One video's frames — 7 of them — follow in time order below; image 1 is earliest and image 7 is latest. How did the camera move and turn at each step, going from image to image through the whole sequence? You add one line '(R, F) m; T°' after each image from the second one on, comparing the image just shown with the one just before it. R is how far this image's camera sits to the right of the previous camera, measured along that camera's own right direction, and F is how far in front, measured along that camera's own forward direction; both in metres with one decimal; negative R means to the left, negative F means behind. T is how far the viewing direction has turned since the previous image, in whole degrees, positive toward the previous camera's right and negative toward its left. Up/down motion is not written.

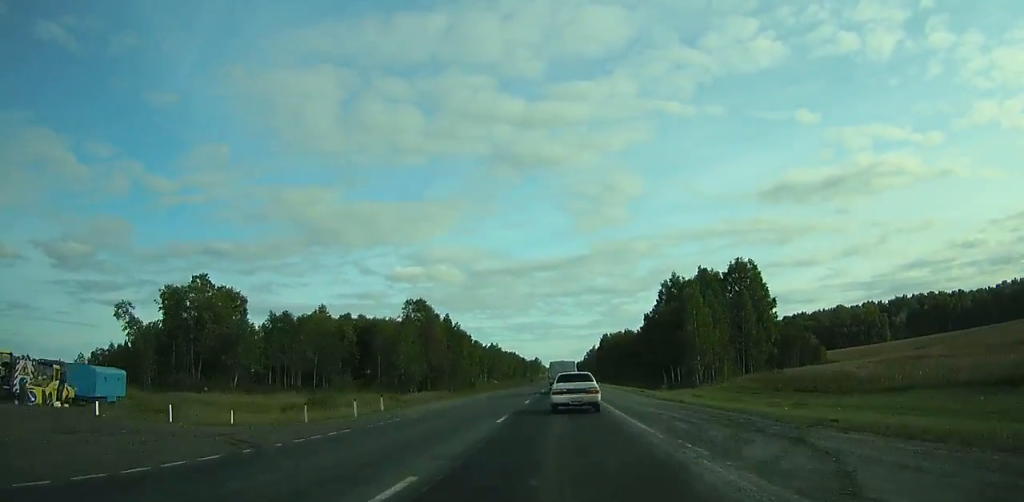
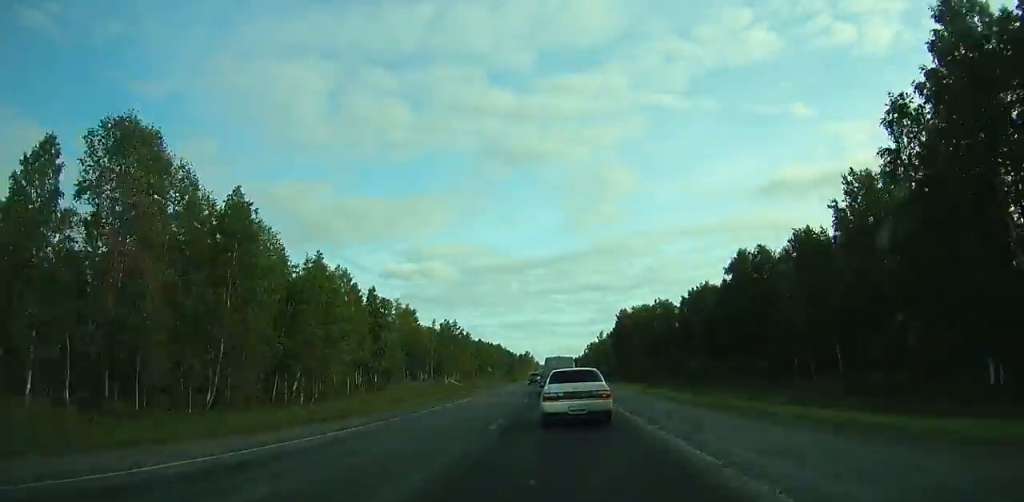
(-0.2, +85.9) m; 0°
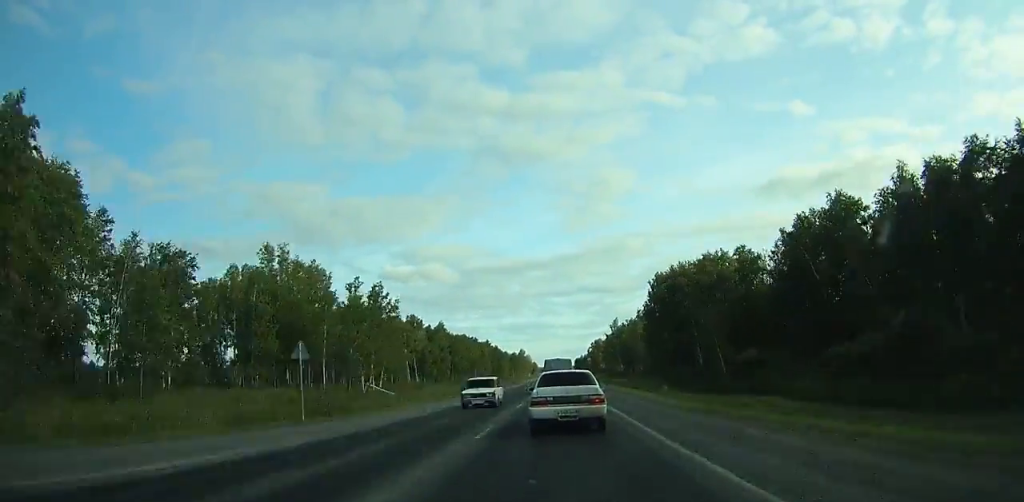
(+0.2, +63.5) m; 0°
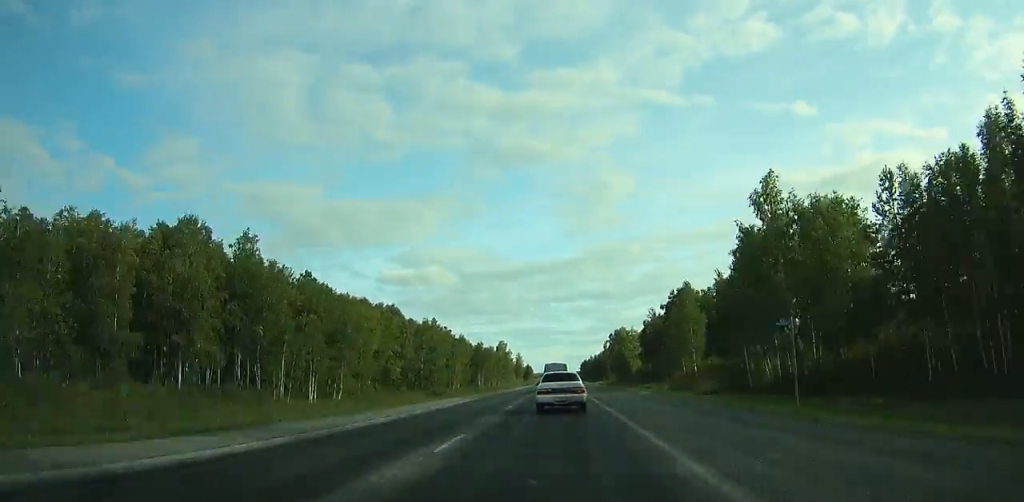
(-0.2, +138.4) m; 0°
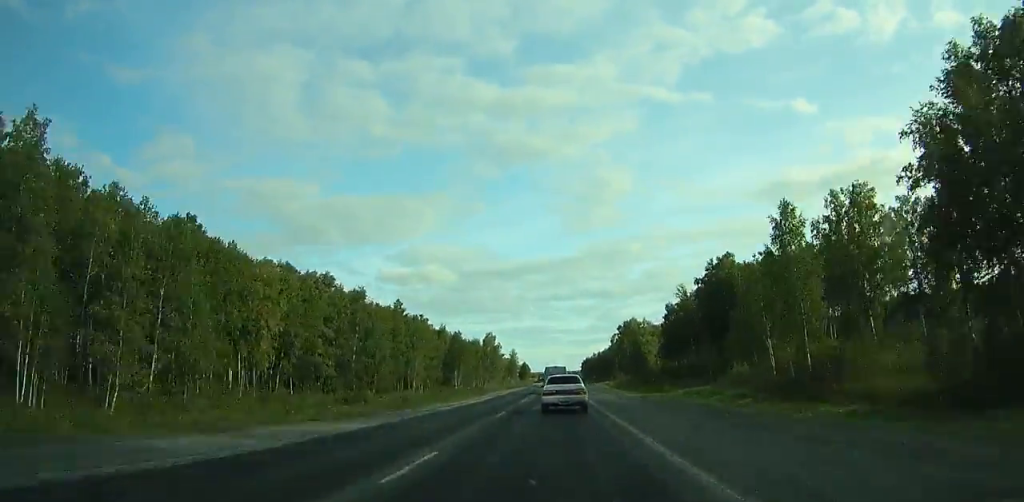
(-0.2, +39.3) m; 0°
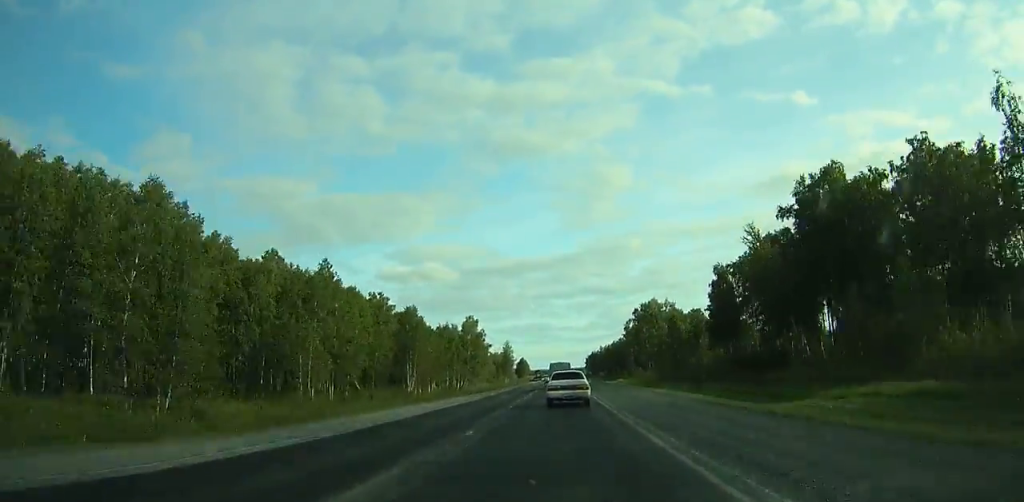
(+0.1, +44.3) m; 0°
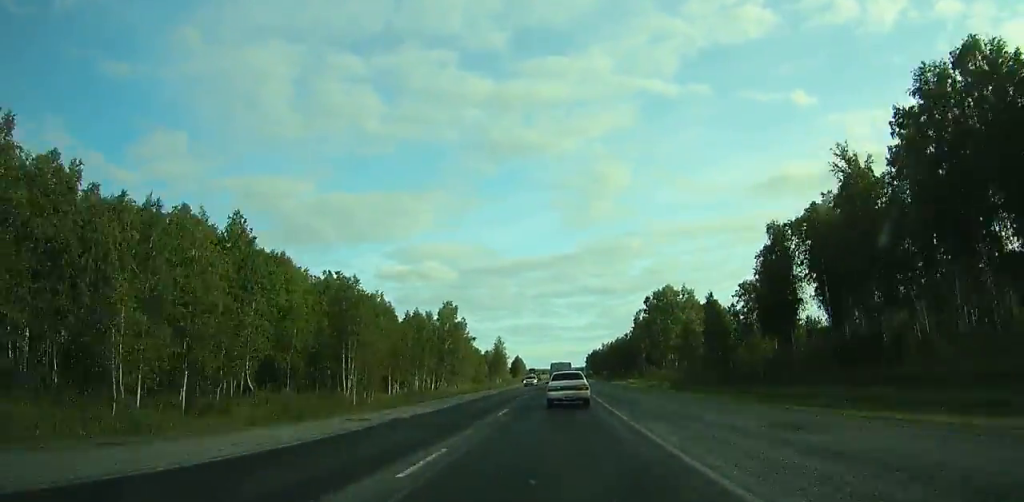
(0.0, +26.6) m; 0°
